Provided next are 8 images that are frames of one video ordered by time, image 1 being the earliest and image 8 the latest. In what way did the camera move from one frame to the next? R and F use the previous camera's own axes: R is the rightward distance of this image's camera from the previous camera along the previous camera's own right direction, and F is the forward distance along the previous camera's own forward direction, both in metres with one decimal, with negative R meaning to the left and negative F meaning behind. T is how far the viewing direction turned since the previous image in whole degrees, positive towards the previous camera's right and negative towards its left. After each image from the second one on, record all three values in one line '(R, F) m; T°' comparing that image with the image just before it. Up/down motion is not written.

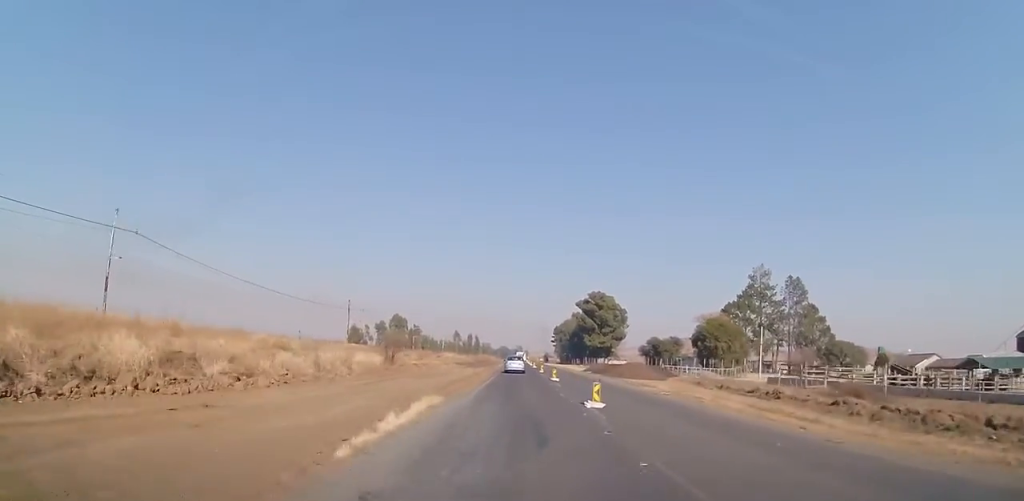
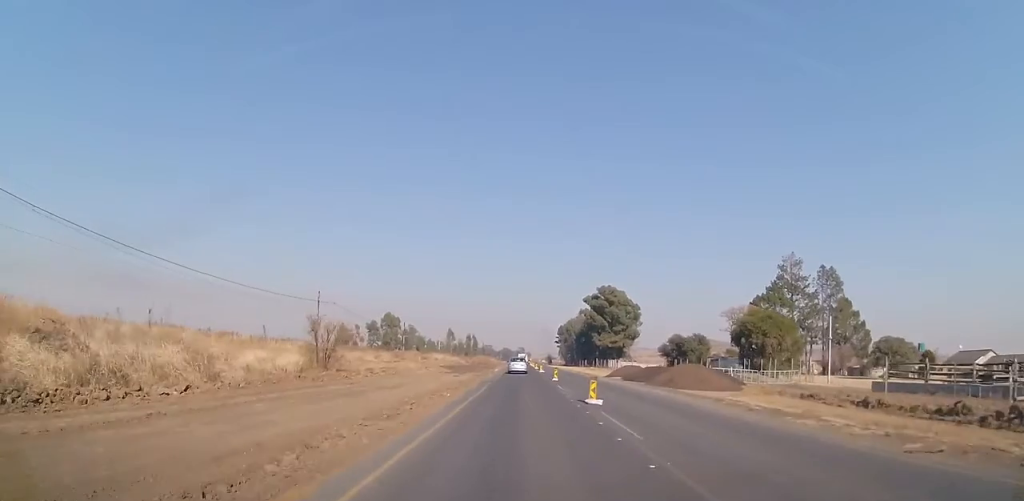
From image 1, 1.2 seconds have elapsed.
(-0.2, +19.2) m; -1°
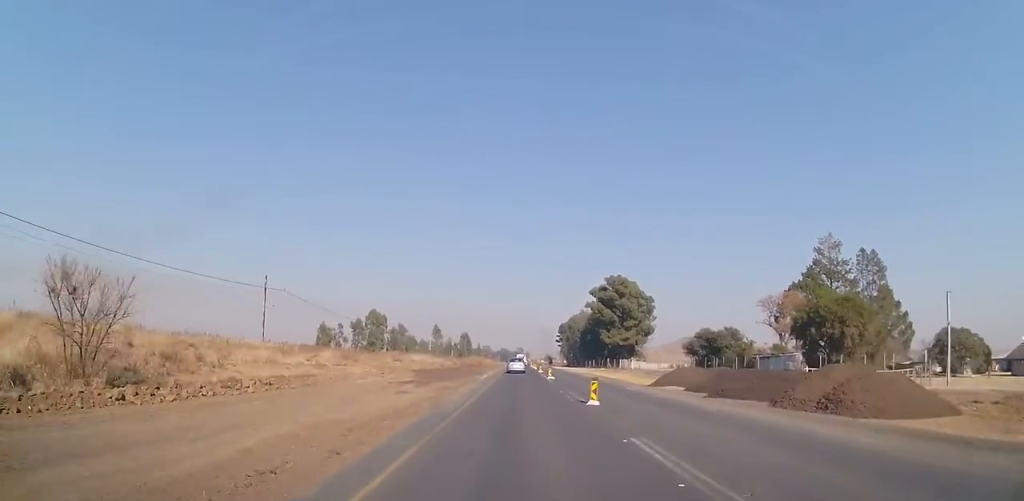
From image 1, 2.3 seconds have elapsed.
(-0.1, +18.1) m; +1°
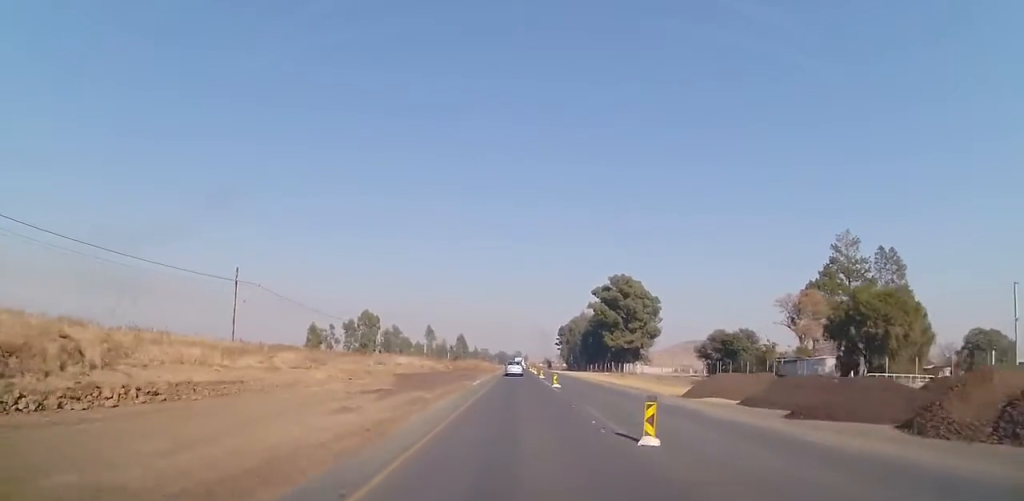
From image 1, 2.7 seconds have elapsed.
(+0.1, +7.7) m; 0°
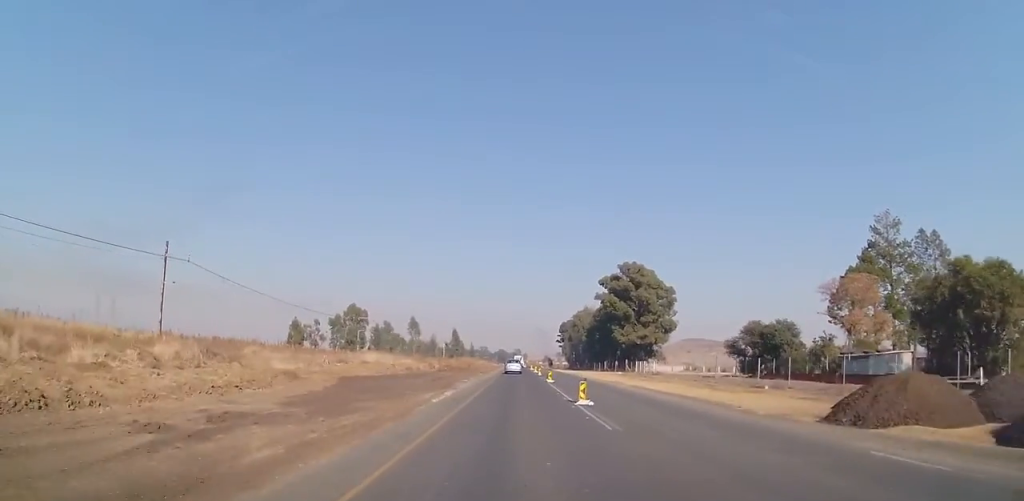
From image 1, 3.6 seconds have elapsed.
(+0.2, +14.3) m; -1°
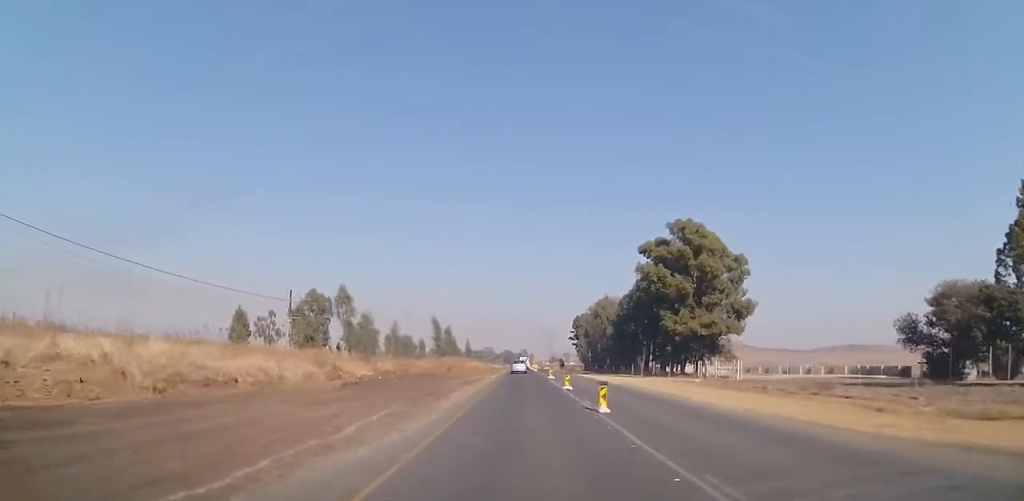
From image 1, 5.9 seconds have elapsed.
(+0.1, +37.6) m; 0°
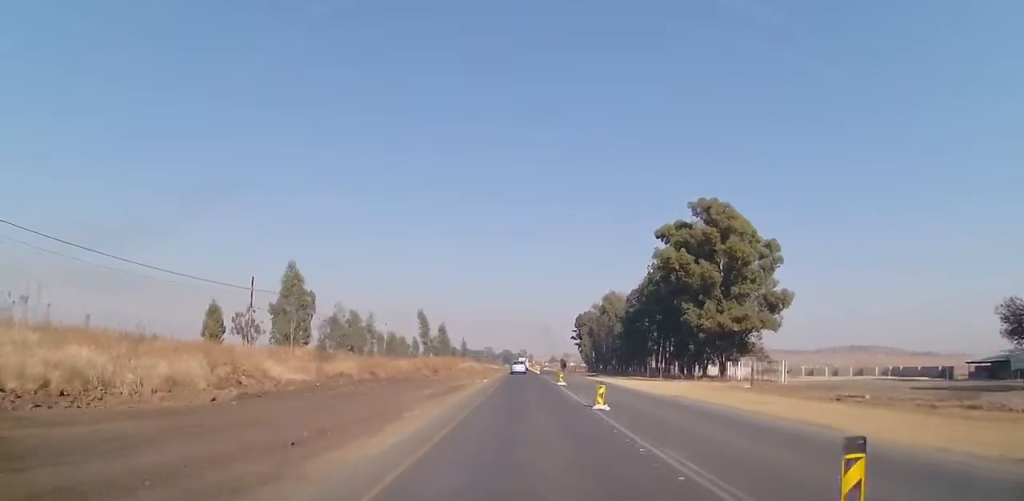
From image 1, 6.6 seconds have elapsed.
(-0.2, +11.7) m; -1°
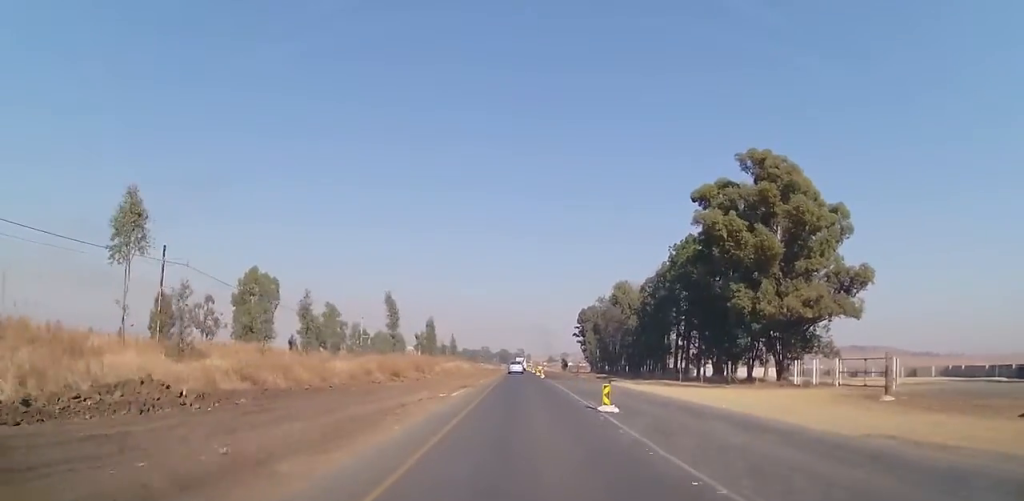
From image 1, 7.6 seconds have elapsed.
(0.0, +18.0) m; 0°
